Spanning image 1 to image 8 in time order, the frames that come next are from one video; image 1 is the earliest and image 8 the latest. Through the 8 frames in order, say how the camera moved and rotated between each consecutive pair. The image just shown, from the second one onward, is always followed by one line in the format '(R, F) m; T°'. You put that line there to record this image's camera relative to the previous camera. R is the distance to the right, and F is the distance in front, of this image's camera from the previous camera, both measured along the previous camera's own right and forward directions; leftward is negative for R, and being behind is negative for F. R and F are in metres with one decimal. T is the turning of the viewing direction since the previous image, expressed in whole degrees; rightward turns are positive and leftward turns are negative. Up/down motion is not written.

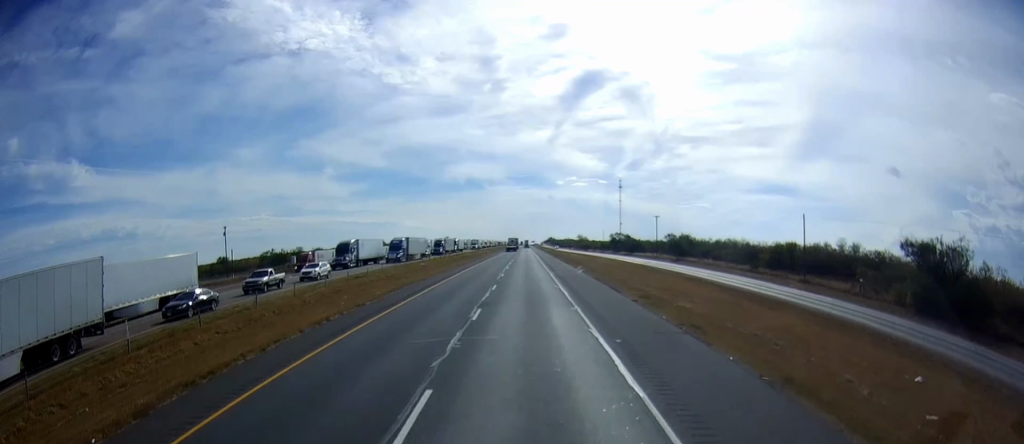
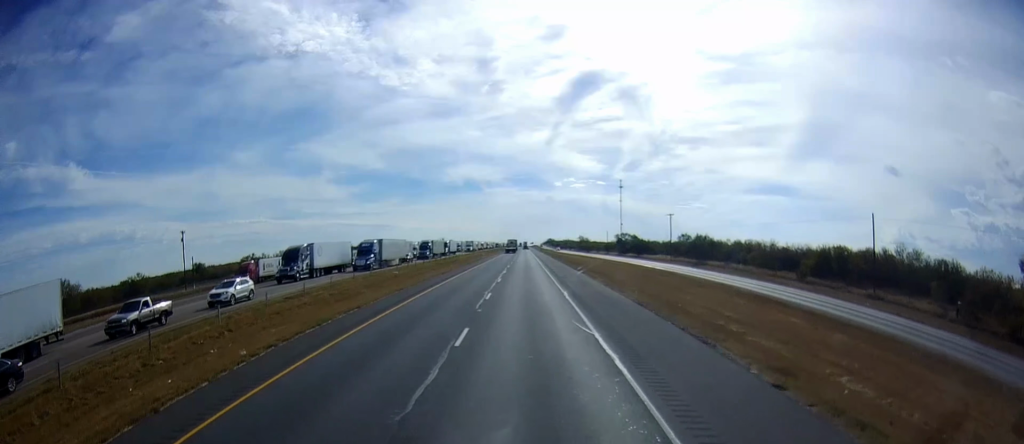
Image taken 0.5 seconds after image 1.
(+0.2, +16.7) m; +1°
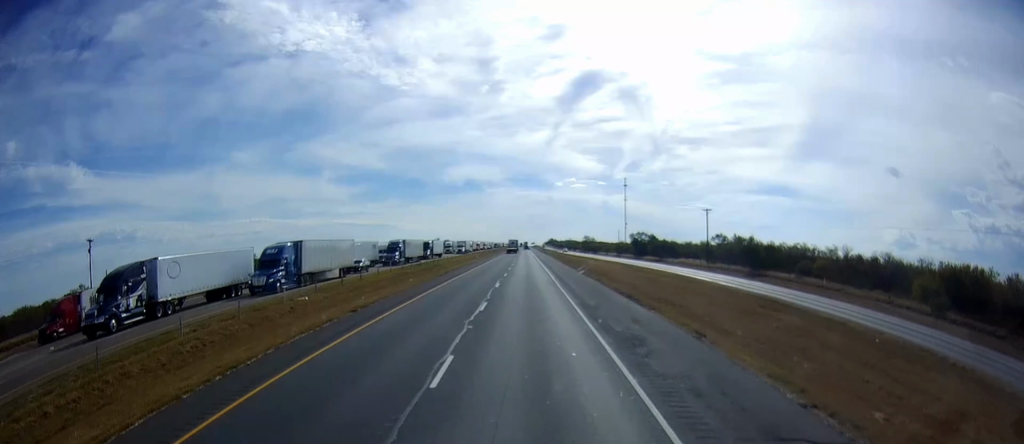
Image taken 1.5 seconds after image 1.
(+0.6, +28.2) m; +1°
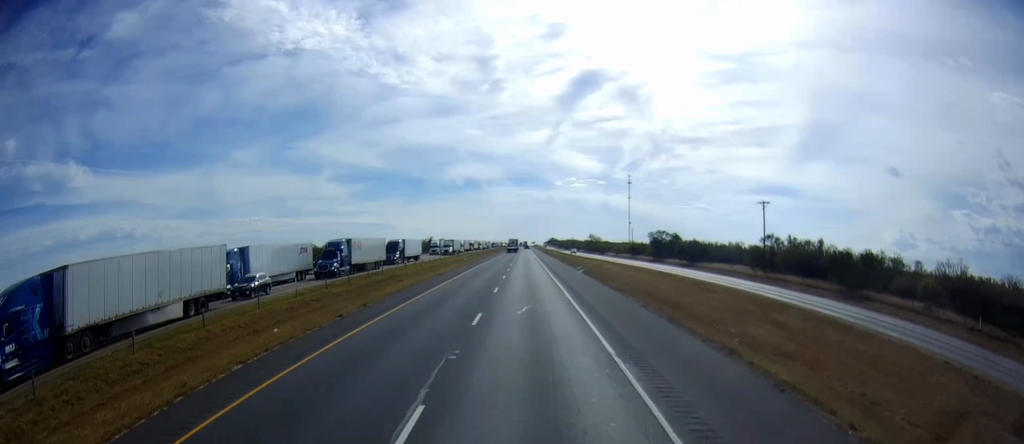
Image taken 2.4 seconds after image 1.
(-0.1, +28.1) m; -2°
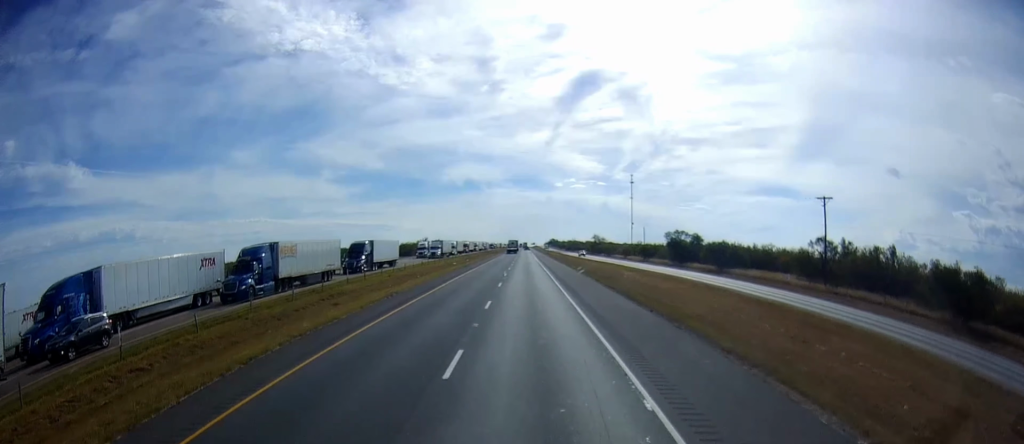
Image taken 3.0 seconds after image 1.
(-0.3, +19.1) m; -1°
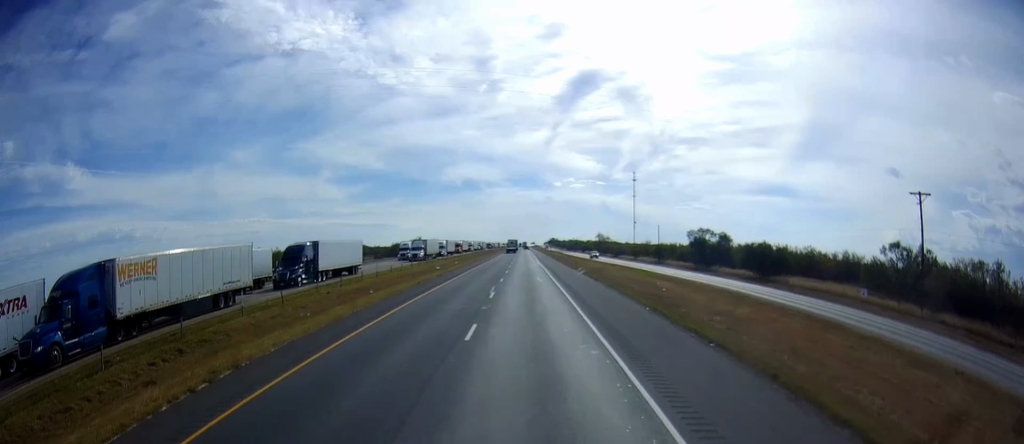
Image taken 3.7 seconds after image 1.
(-0.6, +19.6) m; 0°
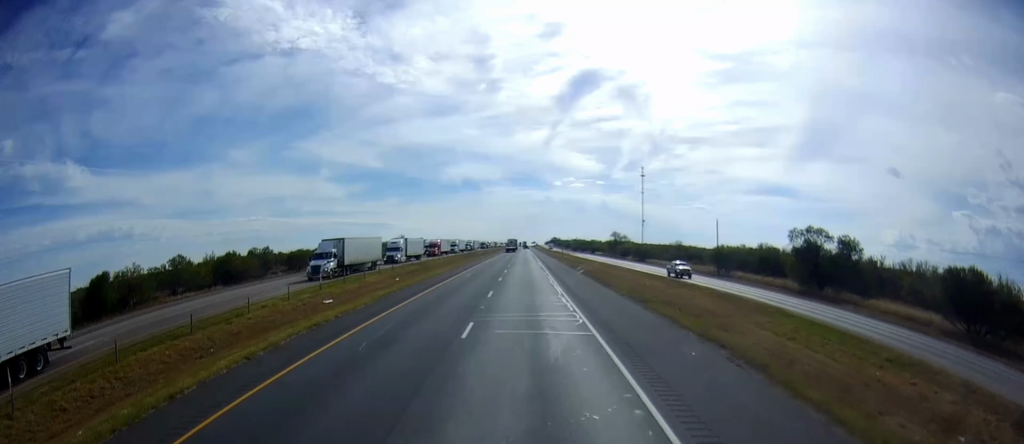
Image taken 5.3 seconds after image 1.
(+1.3, +47.9) m; +2°
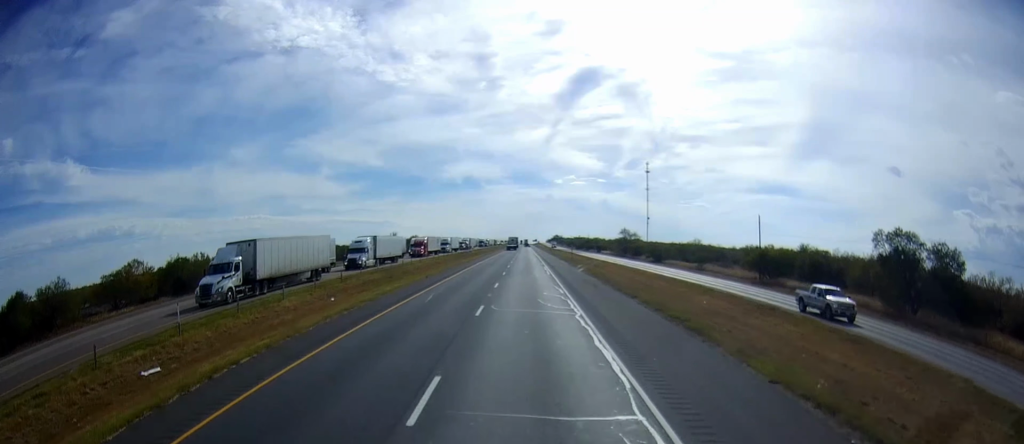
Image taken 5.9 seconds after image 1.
(0.0, +19.7) m; 0°
